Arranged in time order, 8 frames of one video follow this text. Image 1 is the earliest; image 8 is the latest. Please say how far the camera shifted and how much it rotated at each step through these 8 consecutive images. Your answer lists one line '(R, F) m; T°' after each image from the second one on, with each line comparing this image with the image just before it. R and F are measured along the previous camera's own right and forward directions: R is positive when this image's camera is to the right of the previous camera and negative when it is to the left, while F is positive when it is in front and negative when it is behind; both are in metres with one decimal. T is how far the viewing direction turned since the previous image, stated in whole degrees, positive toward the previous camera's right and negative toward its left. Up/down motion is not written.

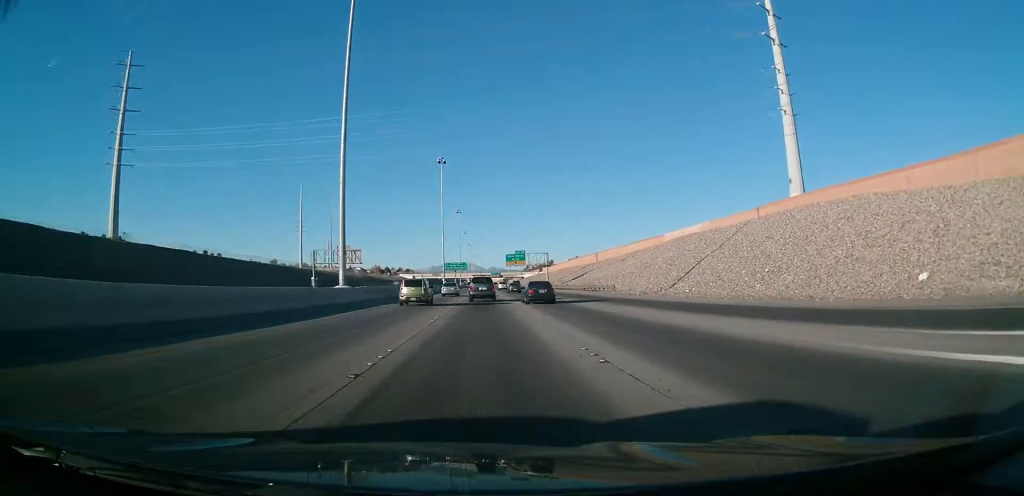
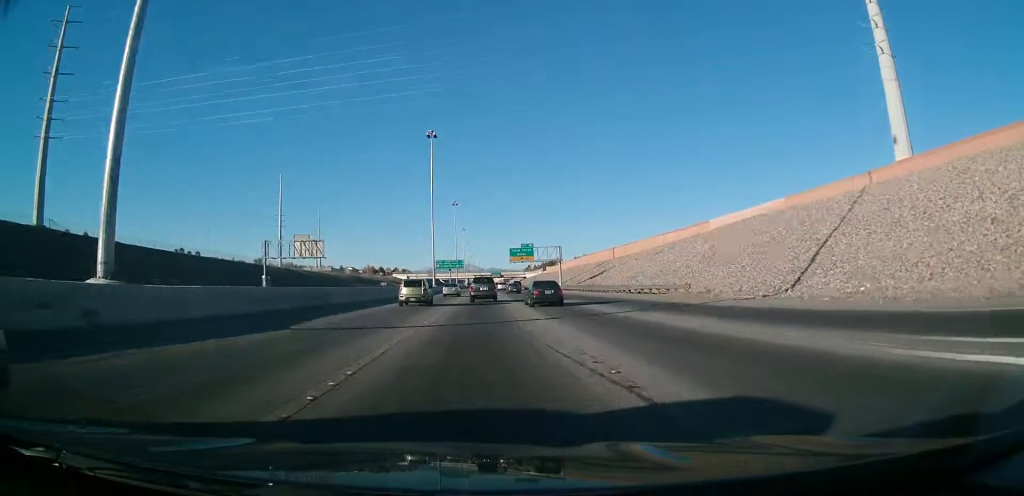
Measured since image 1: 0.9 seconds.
(0.0, +28.2) m; 0°
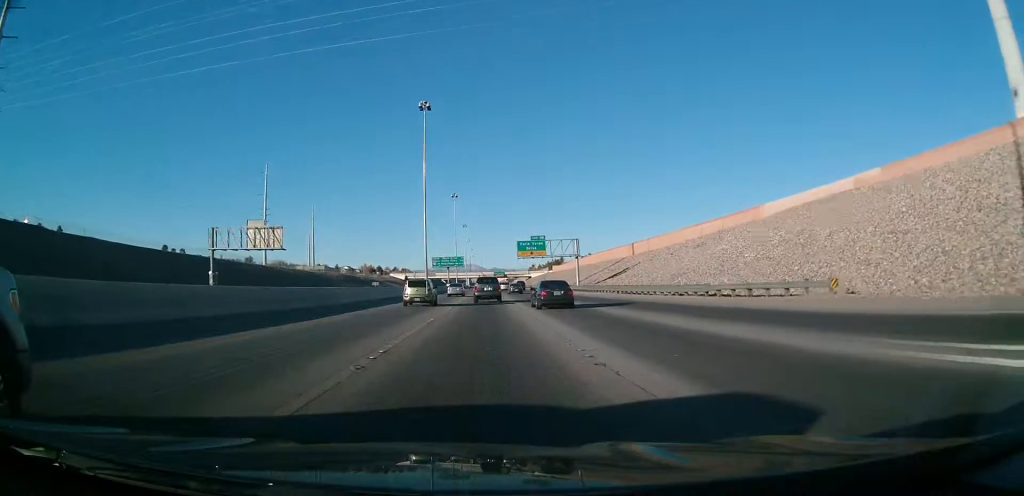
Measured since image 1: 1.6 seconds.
(-0.1, +20.8) m; 0°
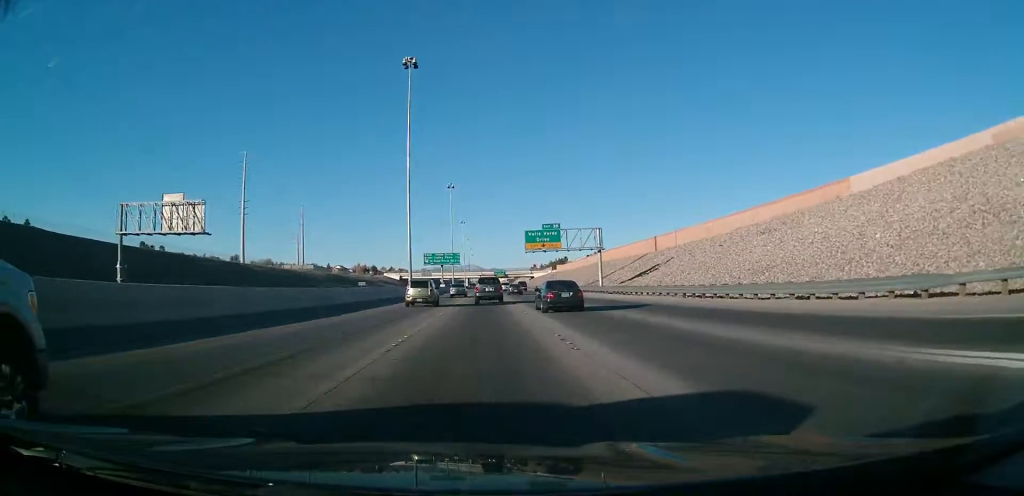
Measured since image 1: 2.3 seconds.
(-0.1, +21.8) m; 0°
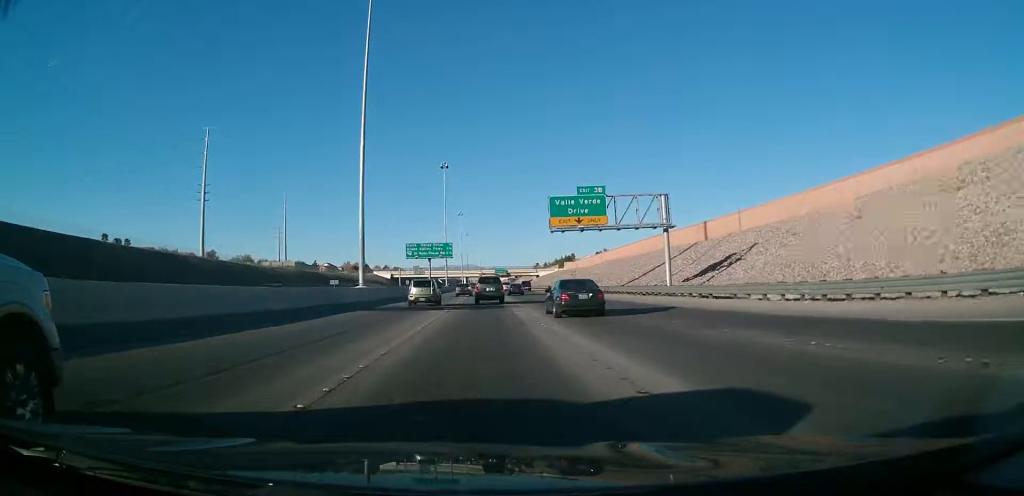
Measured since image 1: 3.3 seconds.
(0.0, +32.1) m; 0°
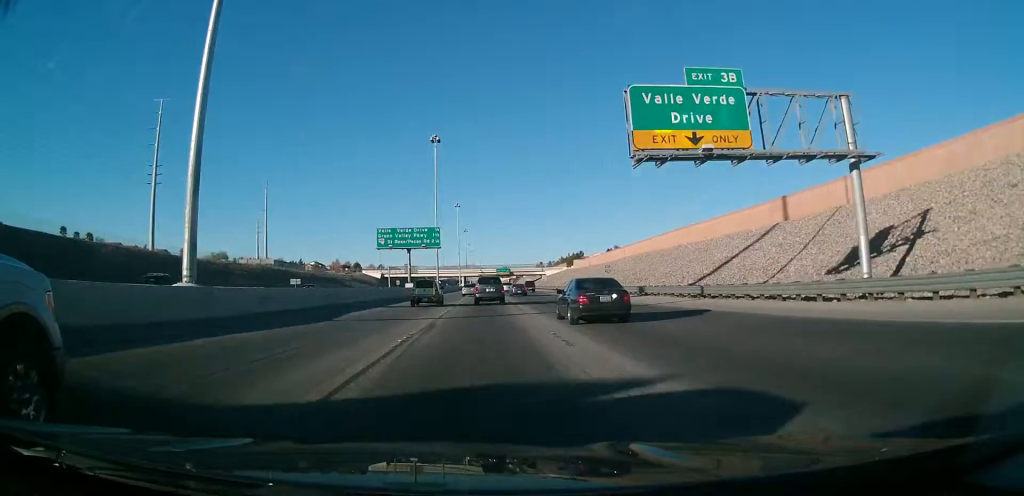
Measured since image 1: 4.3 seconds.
(0.0, +29.9) m; 0°
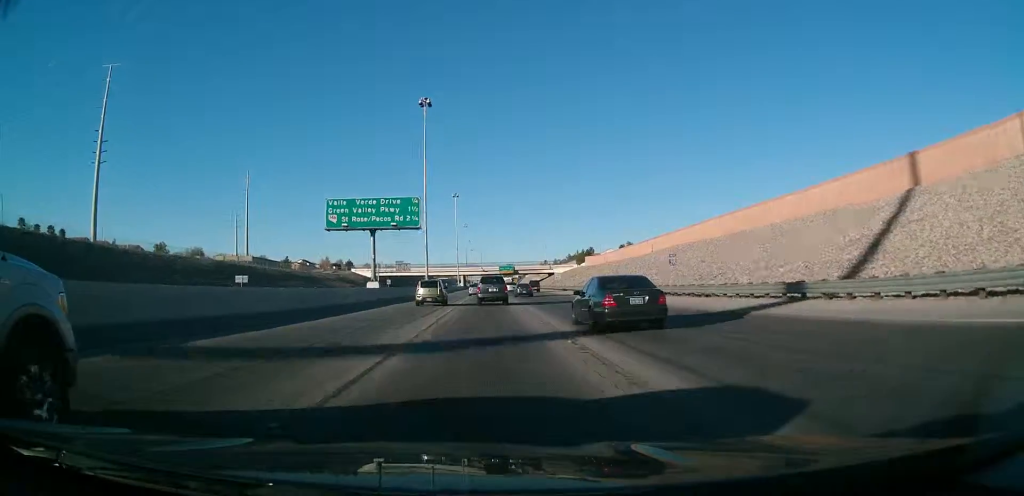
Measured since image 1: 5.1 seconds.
(+0.1, +26.8) m; 0°
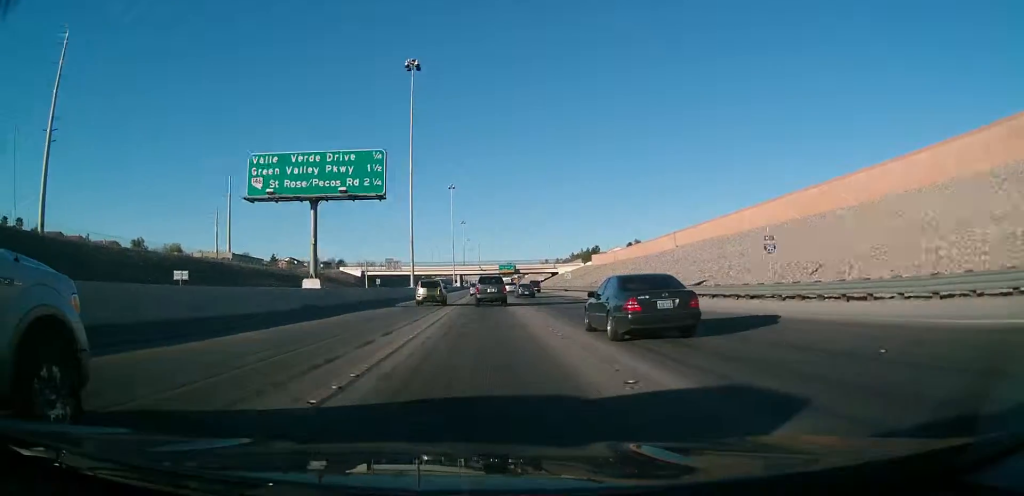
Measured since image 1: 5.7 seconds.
(0.0, +18.6) m; 0°
